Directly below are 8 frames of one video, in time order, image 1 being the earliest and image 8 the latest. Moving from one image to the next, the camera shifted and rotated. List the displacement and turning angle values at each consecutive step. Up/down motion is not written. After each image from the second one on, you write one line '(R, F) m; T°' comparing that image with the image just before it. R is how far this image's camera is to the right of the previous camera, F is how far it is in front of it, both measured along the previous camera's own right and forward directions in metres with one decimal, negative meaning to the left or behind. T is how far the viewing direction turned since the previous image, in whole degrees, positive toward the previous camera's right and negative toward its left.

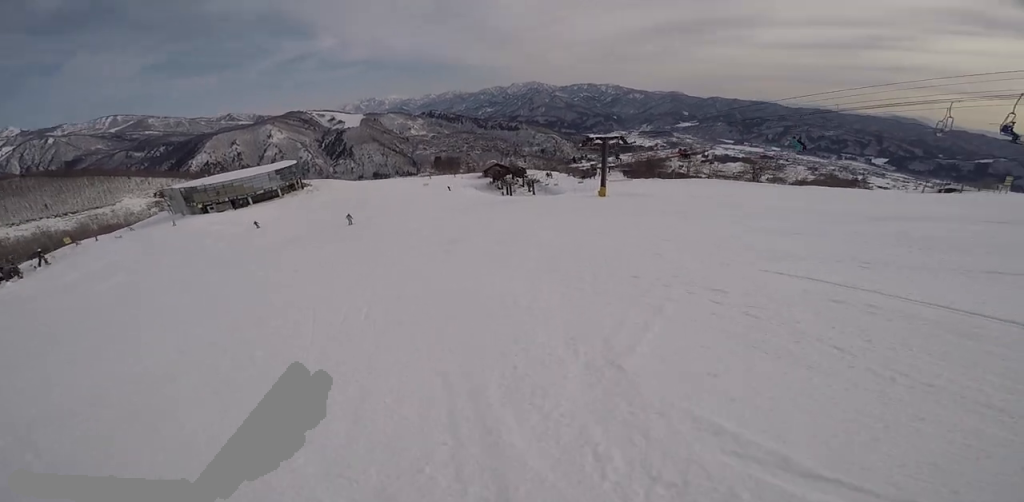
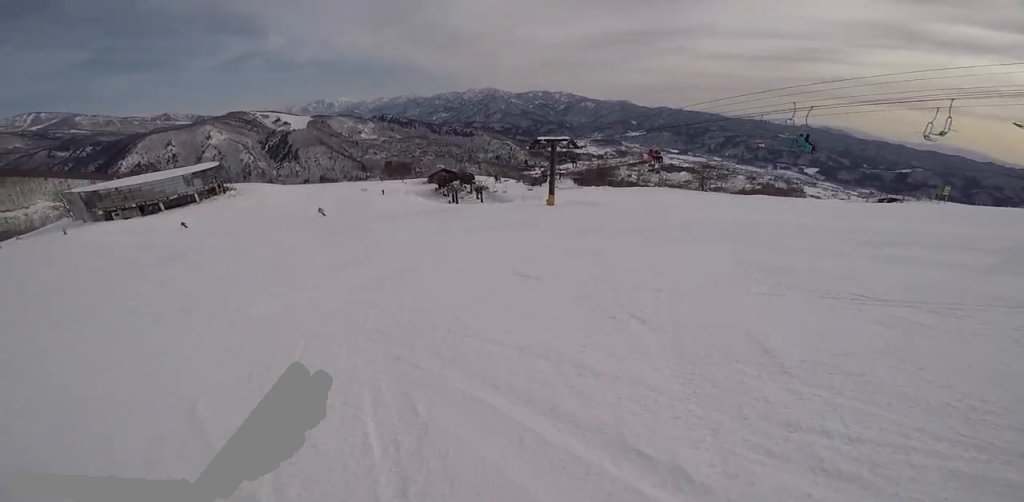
(+0.8, +6.6) m; -4°
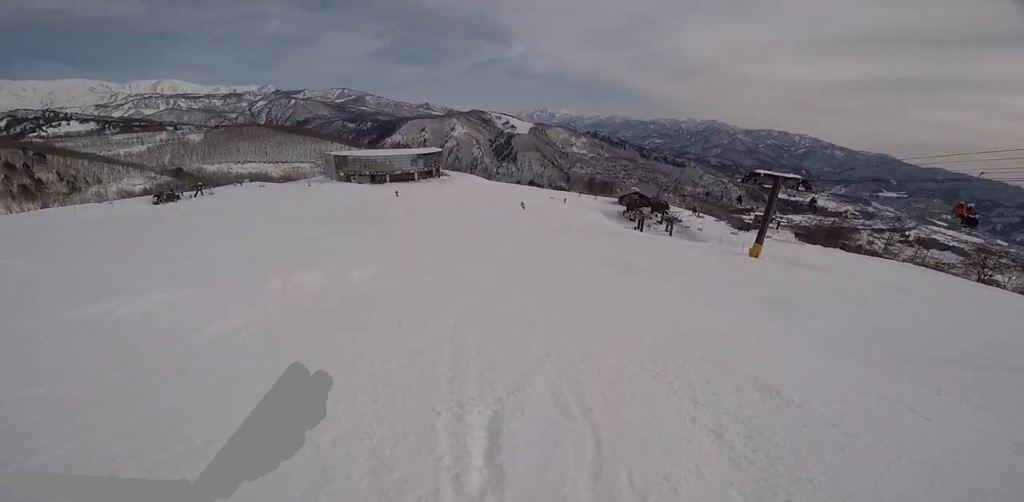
(-0.7, +6.1) m; -18°
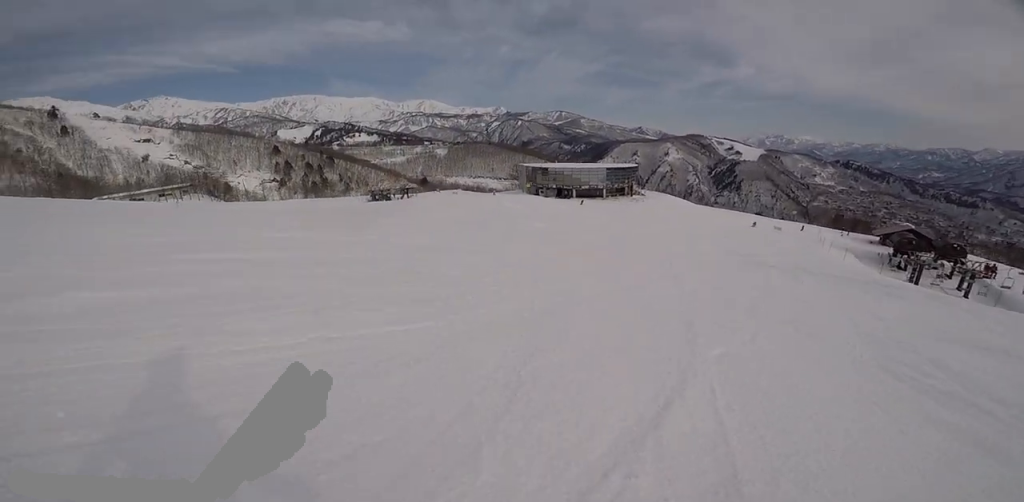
(-3.1, +11.7) m; -26°
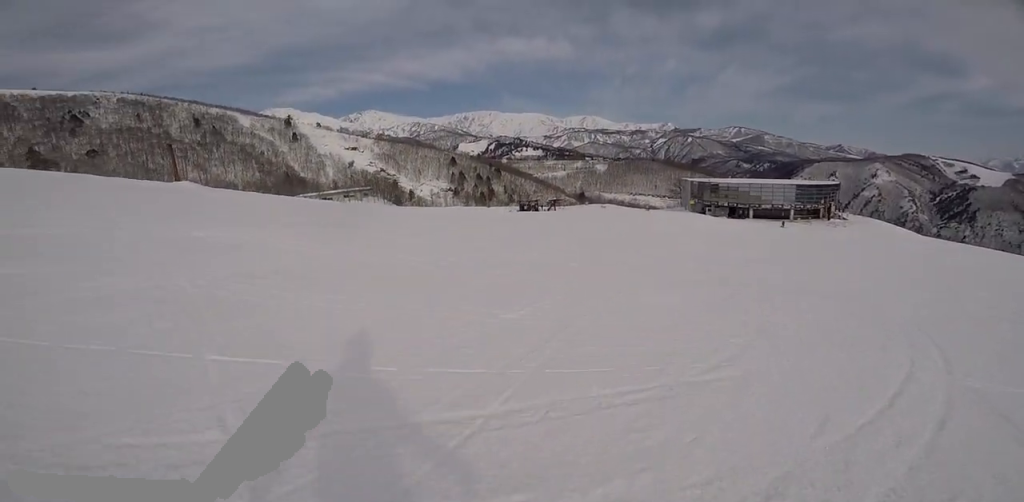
(-0.9, +6.7) m; -12°
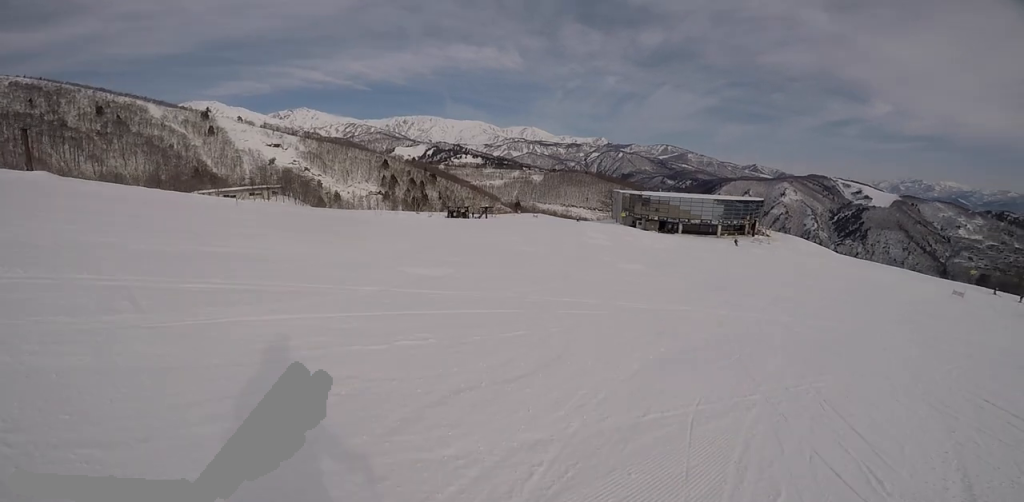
(-0.8, +6.7) m; -6°
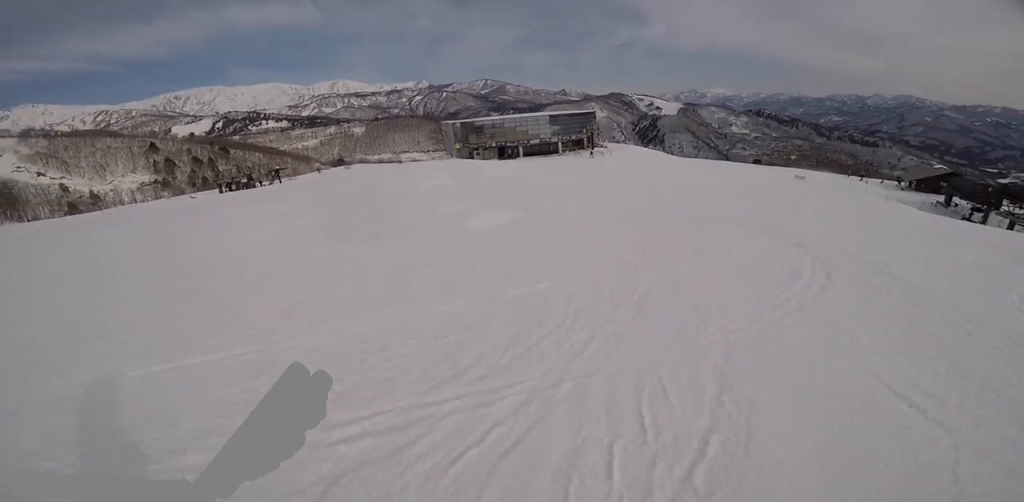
(+1.8, +14.1) m; +13°
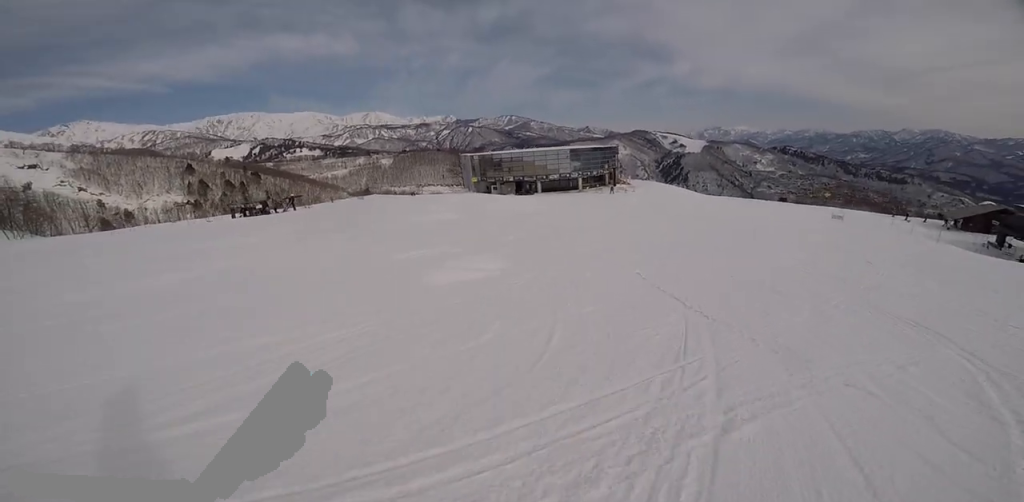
(-0.2, +3.3) m; -1°
